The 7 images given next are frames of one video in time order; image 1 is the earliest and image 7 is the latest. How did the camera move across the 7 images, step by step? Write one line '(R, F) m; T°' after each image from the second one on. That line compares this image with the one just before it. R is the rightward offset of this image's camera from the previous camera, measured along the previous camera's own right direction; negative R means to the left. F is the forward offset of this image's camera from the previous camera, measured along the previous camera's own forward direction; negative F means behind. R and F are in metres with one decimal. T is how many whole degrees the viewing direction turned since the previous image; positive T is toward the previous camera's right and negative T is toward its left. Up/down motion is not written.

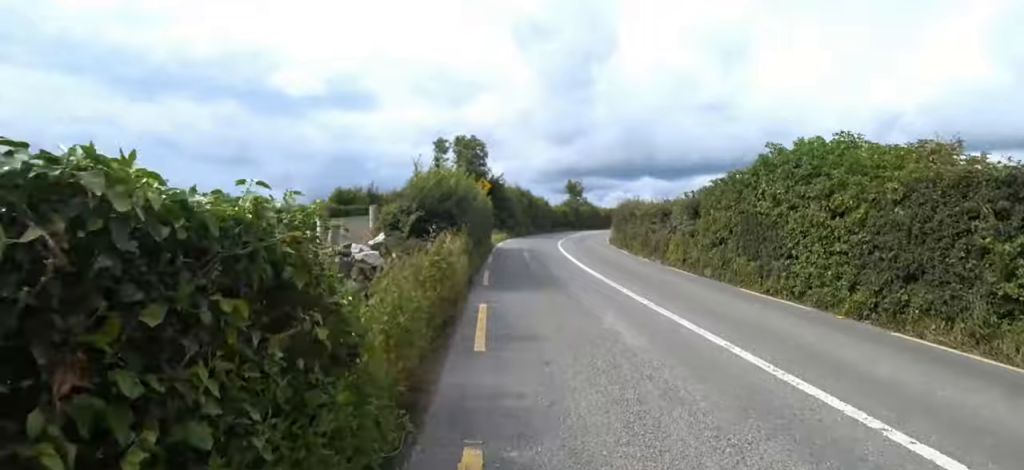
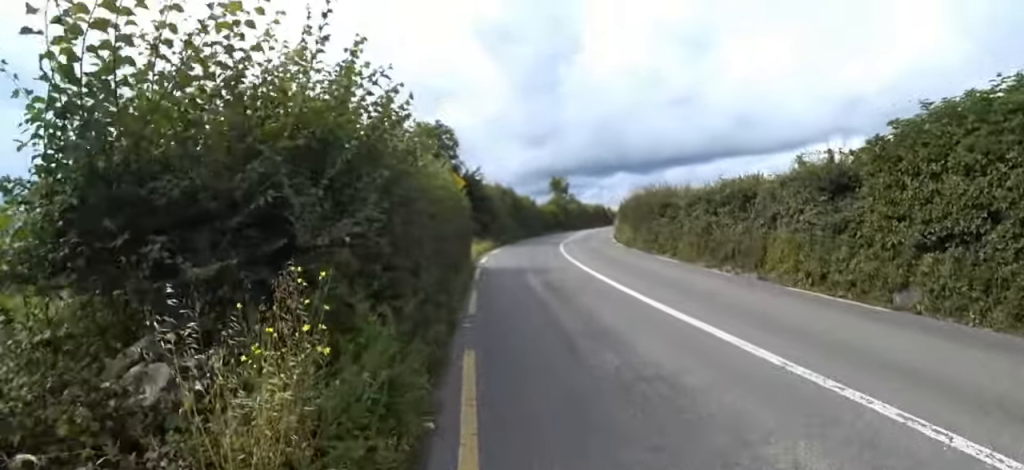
(+0.9, +6.0) m; +10°
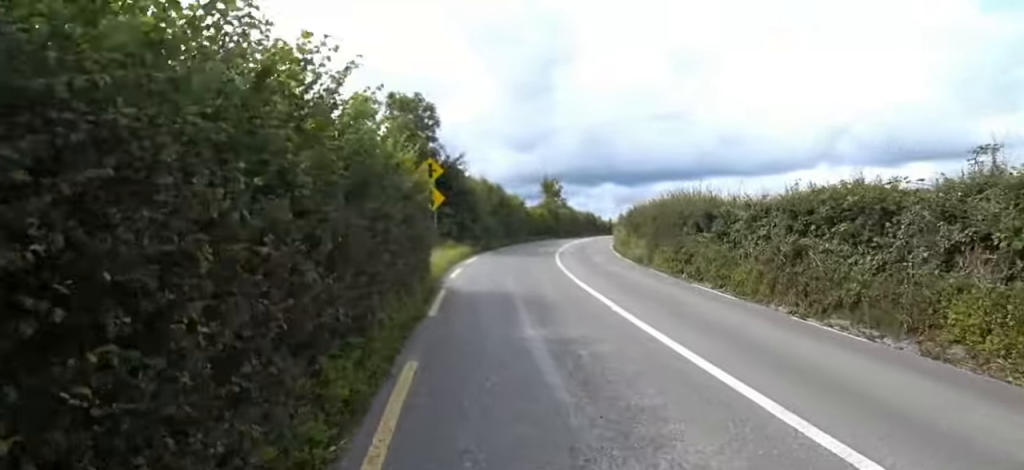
(0.0, +4.3) m; +1°
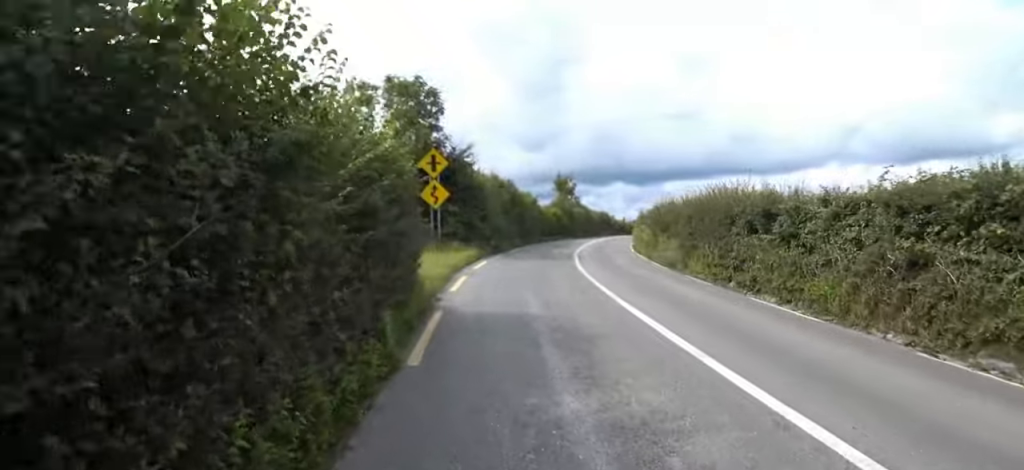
(0.0, +2.1) m; 0°
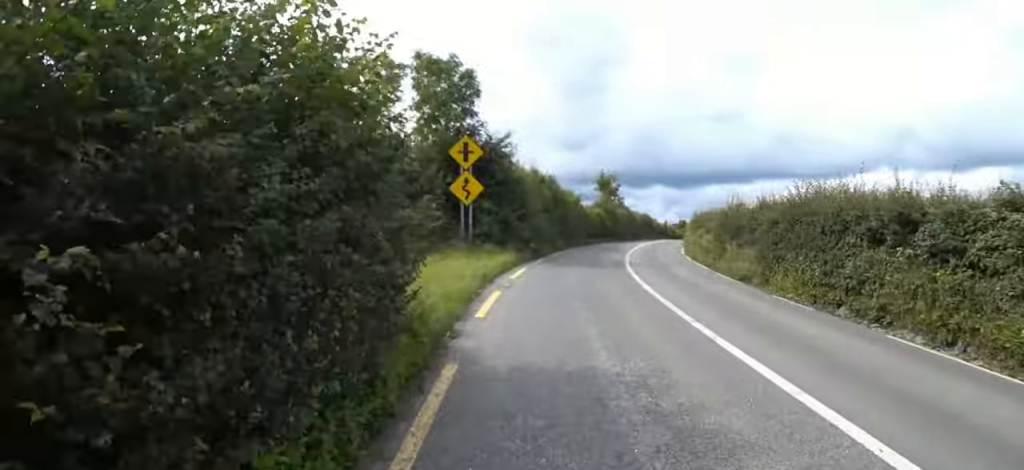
(0.0, +2.4) m; 0°
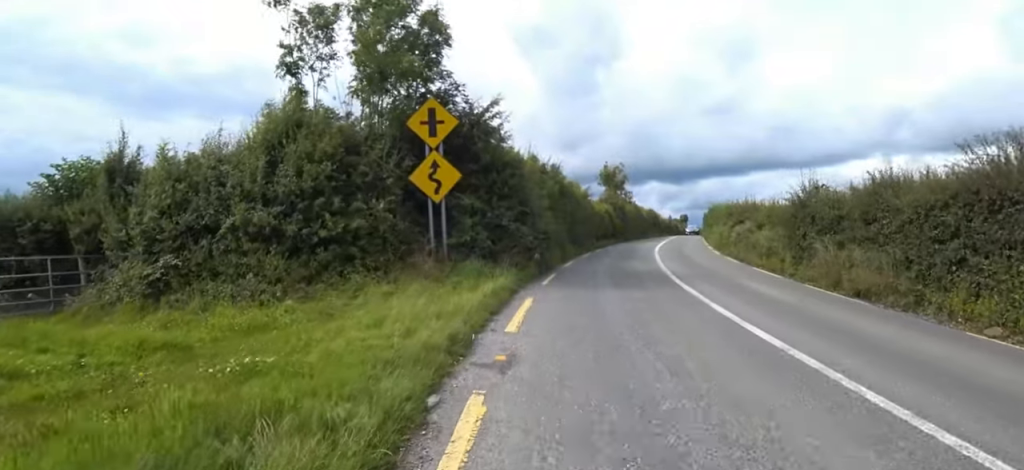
(-0.5, +4.1) m; -16°
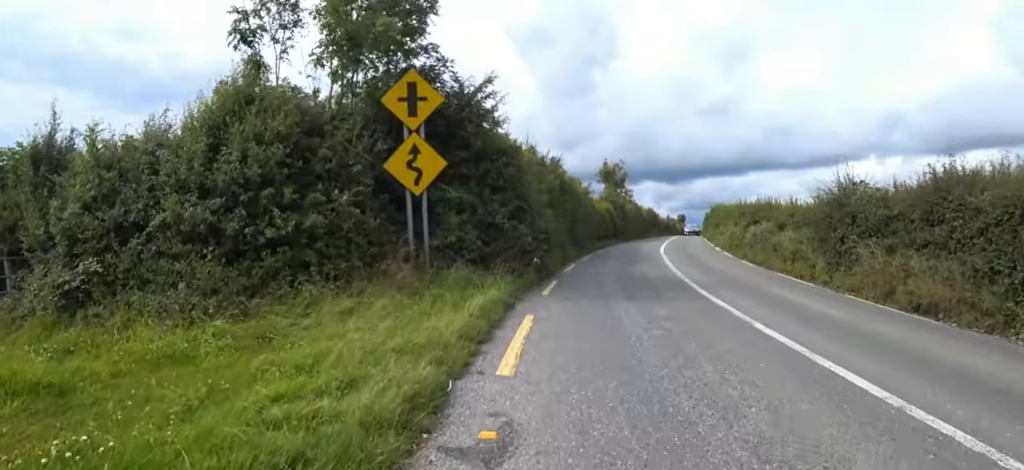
(-0.4, +1.2) m; 0°
